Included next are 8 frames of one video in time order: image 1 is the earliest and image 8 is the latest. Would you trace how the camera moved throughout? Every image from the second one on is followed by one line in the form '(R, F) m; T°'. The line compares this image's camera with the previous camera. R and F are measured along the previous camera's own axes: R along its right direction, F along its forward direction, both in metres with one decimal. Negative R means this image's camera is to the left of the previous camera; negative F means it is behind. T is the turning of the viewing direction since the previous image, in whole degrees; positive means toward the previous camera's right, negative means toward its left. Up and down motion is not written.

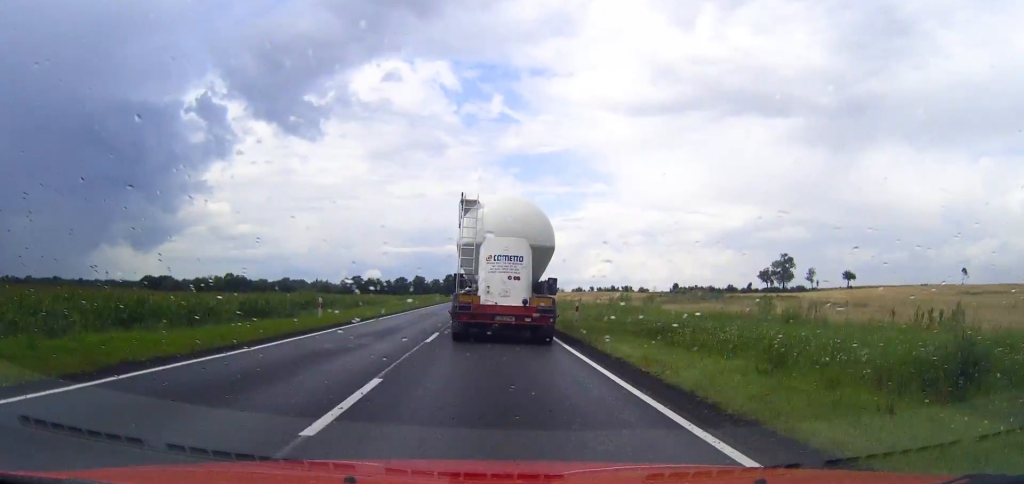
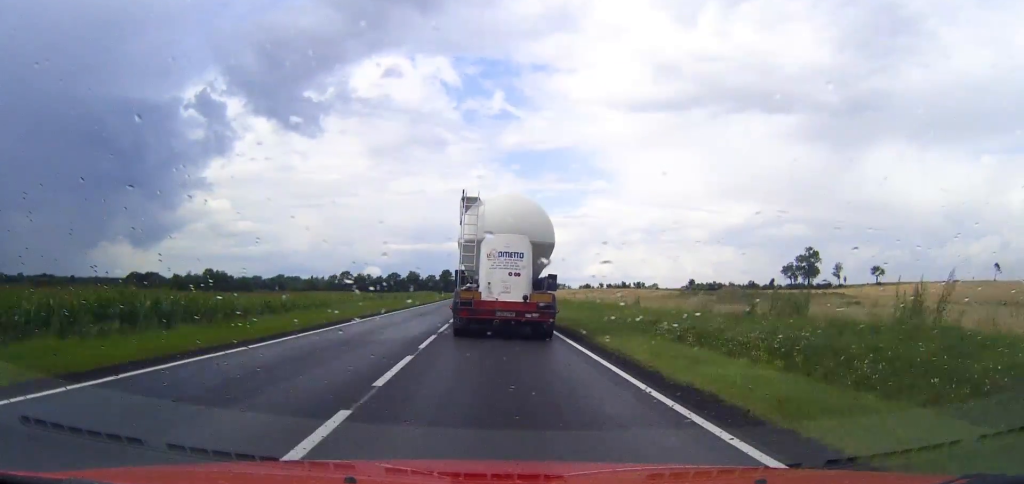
(0.0, +25.0) m; 0°
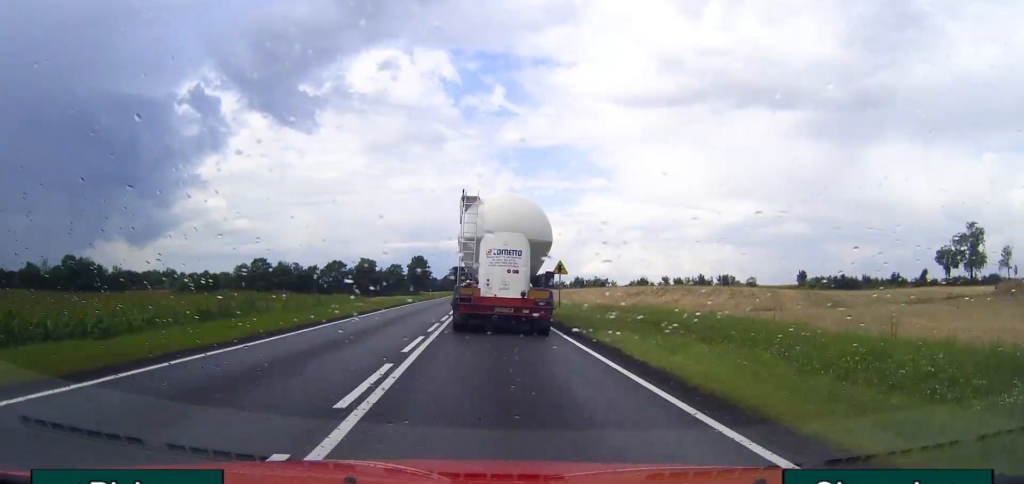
(+0.2, +114.6) m; 0°
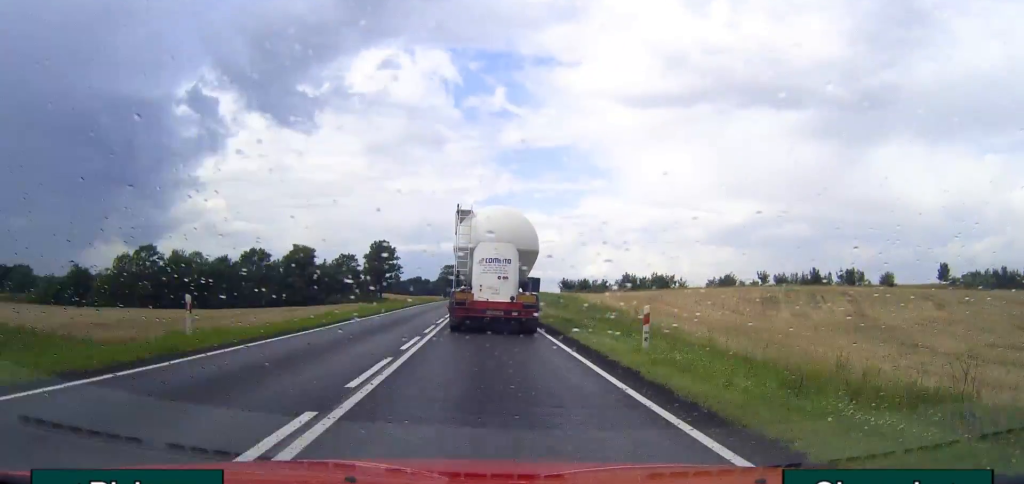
(0.0, +76.8) m; 0°
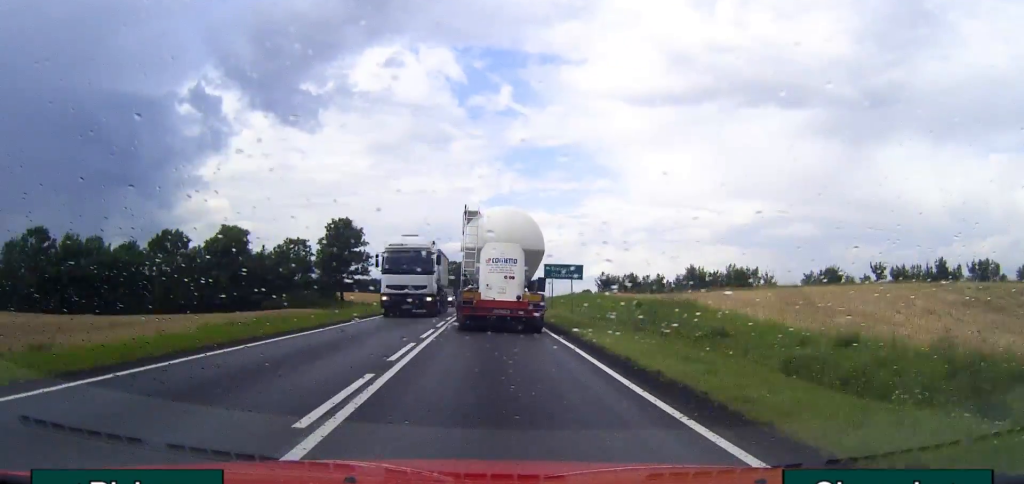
(0.0, +43.4) m; 0°
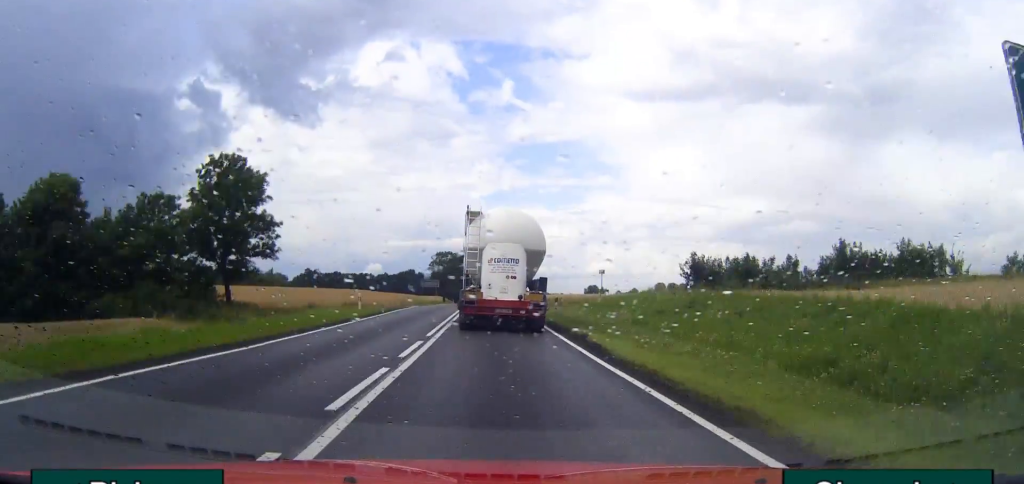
(0.0, +45.3) m; 0°
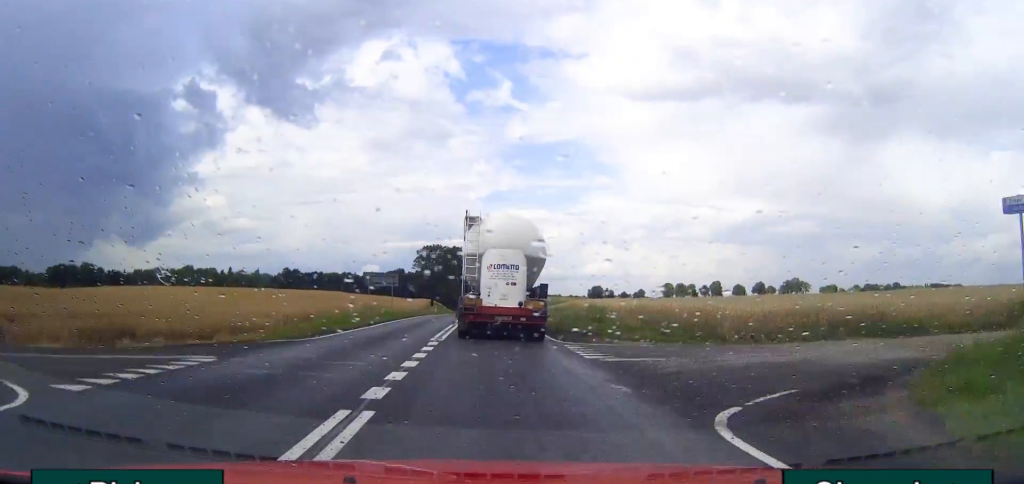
(0.0, +45.1) m; 0°
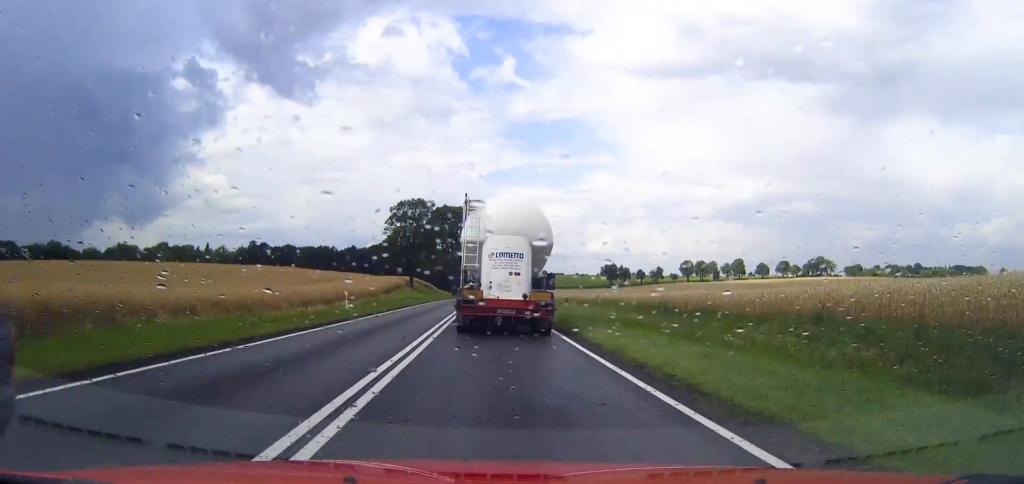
(0.0, +61.9) m; 0°
